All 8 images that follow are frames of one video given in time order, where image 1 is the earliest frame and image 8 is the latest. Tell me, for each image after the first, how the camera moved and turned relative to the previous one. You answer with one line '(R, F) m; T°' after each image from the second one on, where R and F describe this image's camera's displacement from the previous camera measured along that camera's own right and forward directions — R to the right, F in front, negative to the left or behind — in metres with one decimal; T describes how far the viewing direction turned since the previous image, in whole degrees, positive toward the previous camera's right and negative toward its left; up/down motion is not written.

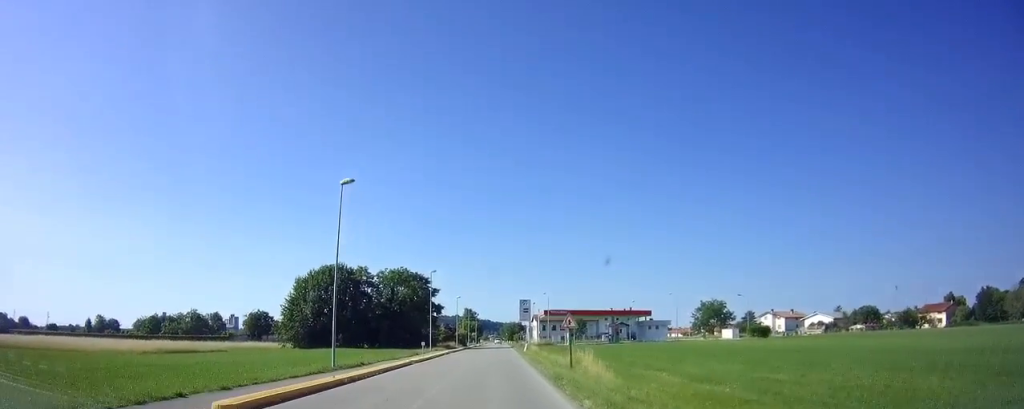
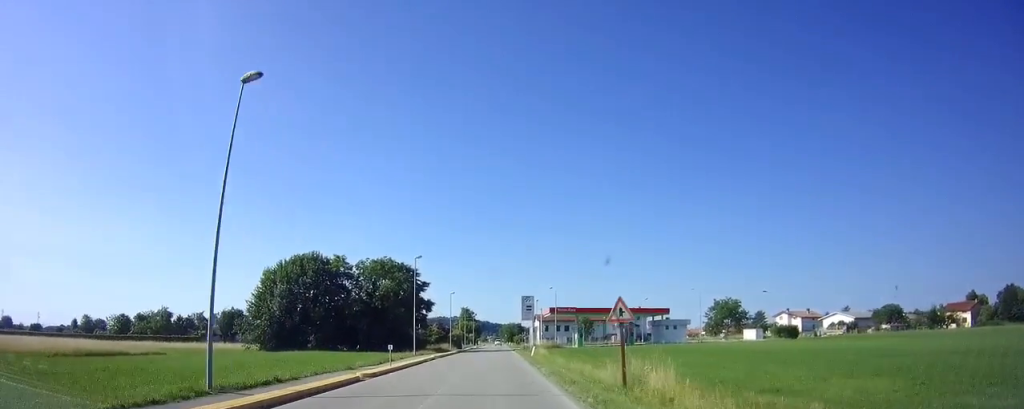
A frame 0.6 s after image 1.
(0.0, +10.5) m; 0°
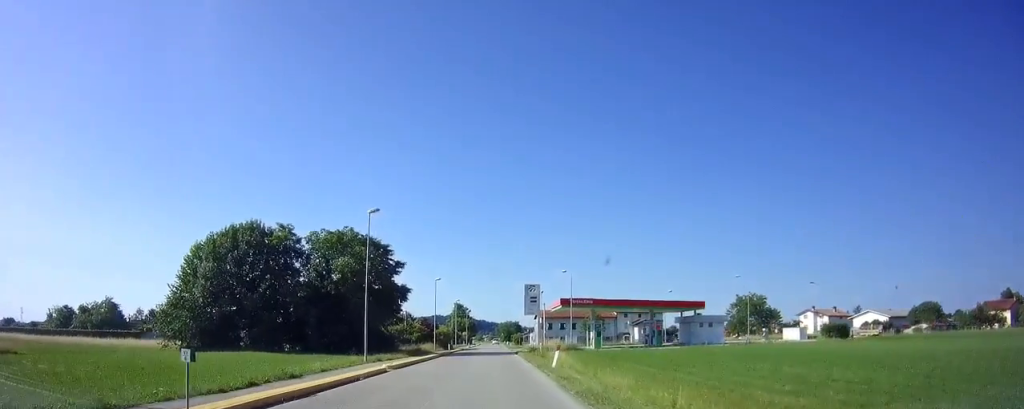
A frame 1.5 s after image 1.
(0.0, +16.6) m; 0°
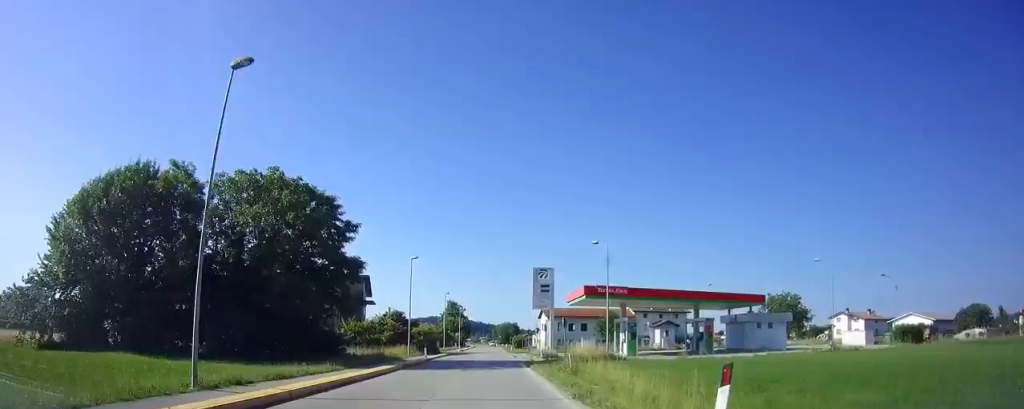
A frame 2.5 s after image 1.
(0.0, +16.7) m; 0°
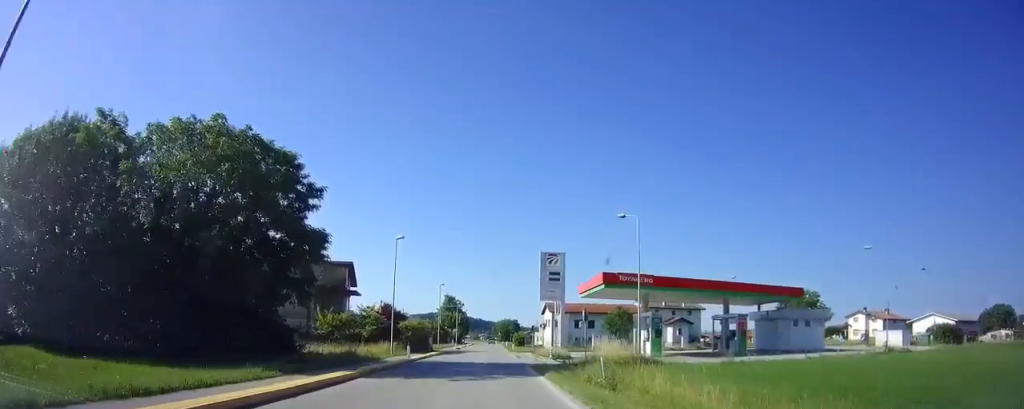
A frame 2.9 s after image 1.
(0.0, +7.1) m; 0°
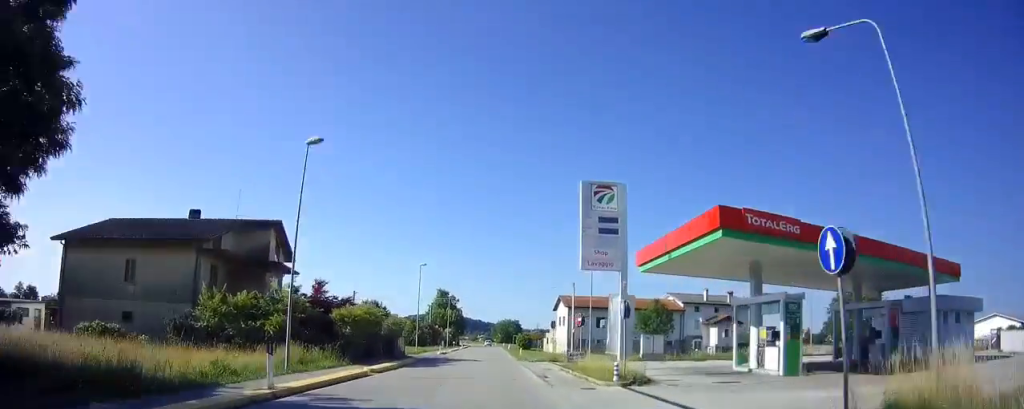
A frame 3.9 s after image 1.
(+0.1, +18.5) m; 0°
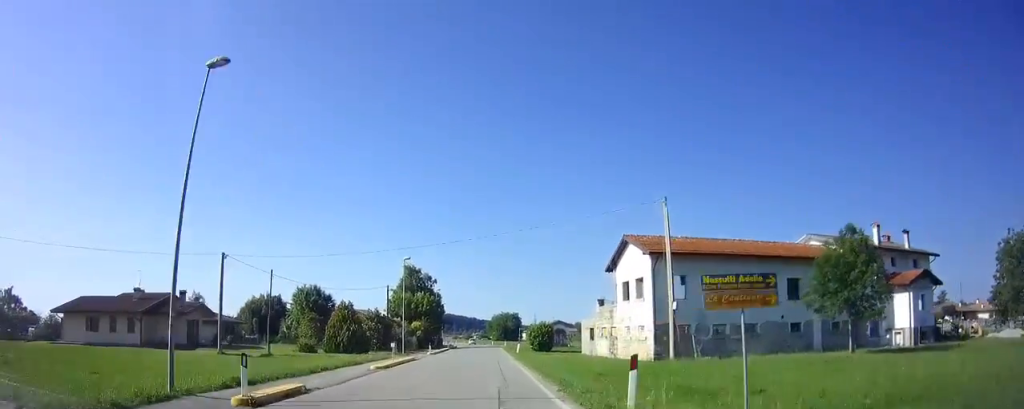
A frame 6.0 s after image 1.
(0.0, +37.9) m; 0°
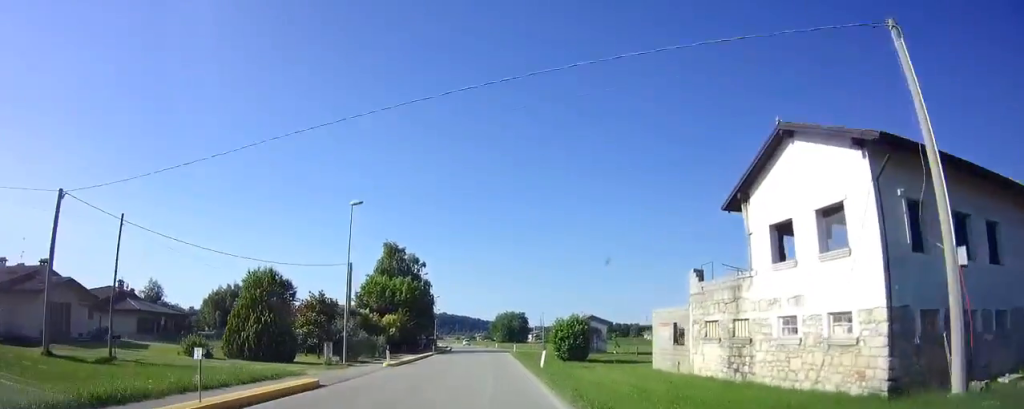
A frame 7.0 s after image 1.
(-0.1, +18.7) m; -1°
